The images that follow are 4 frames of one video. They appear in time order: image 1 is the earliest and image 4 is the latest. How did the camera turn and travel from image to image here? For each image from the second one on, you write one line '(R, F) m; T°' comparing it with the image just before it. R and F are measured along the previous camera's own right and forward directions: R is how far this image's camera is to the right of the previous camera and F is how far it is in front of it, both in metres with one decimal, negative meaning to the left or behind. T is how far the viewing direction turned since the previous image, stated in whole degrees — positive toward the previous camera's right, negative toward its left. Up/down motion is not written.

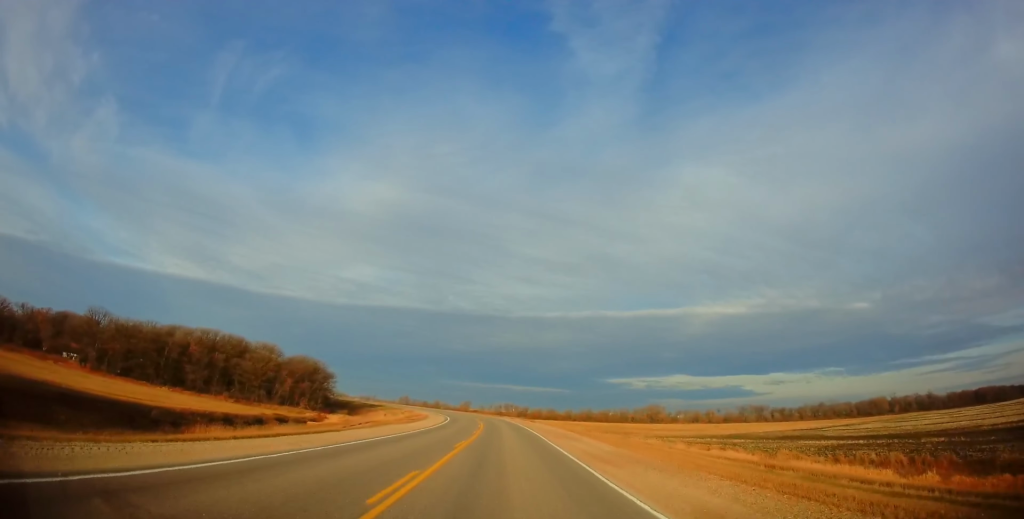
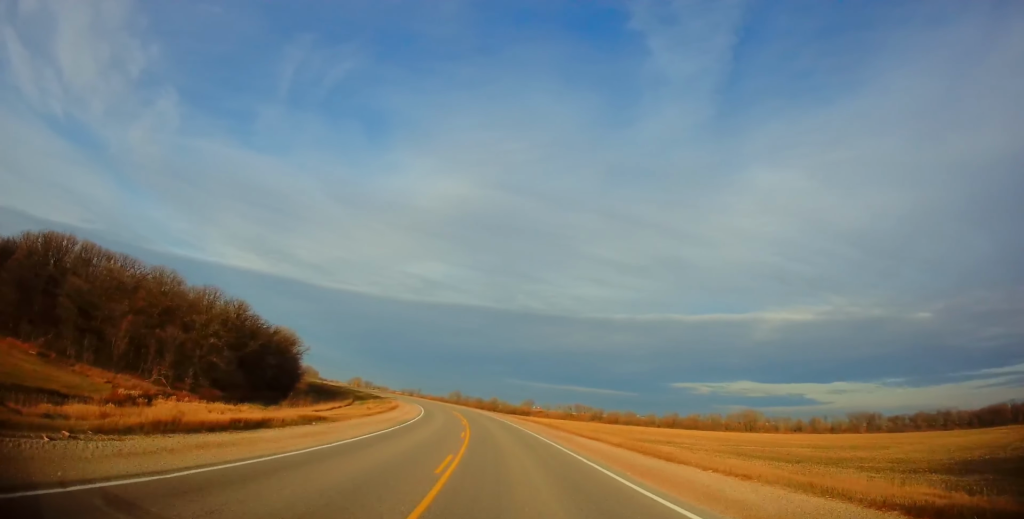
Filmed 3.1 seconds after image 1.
(-3.2, +81.3) m; -6°
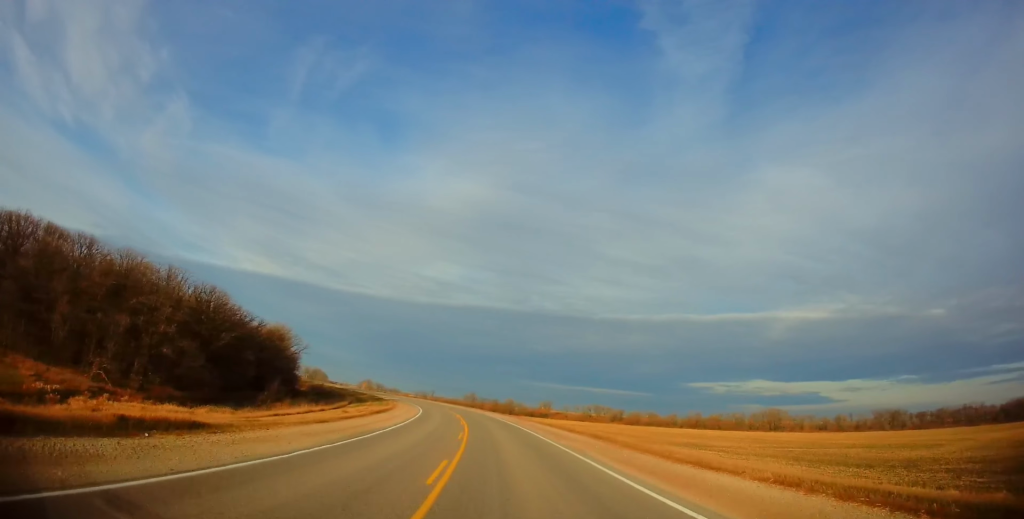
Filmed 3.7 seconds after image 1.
(-0.2, +13.7) m; -2°
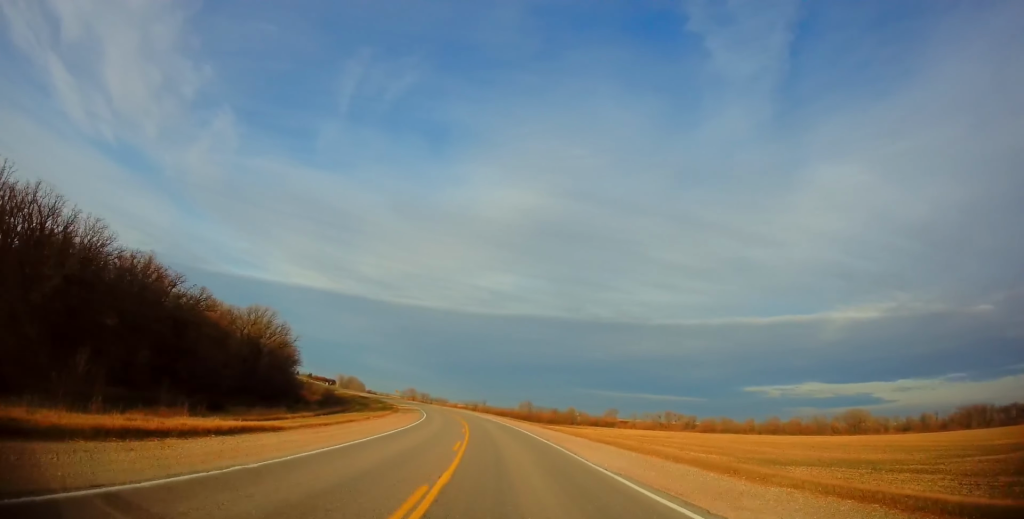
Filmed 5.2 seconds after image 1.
(-1.8, +40.2) m; -5°
